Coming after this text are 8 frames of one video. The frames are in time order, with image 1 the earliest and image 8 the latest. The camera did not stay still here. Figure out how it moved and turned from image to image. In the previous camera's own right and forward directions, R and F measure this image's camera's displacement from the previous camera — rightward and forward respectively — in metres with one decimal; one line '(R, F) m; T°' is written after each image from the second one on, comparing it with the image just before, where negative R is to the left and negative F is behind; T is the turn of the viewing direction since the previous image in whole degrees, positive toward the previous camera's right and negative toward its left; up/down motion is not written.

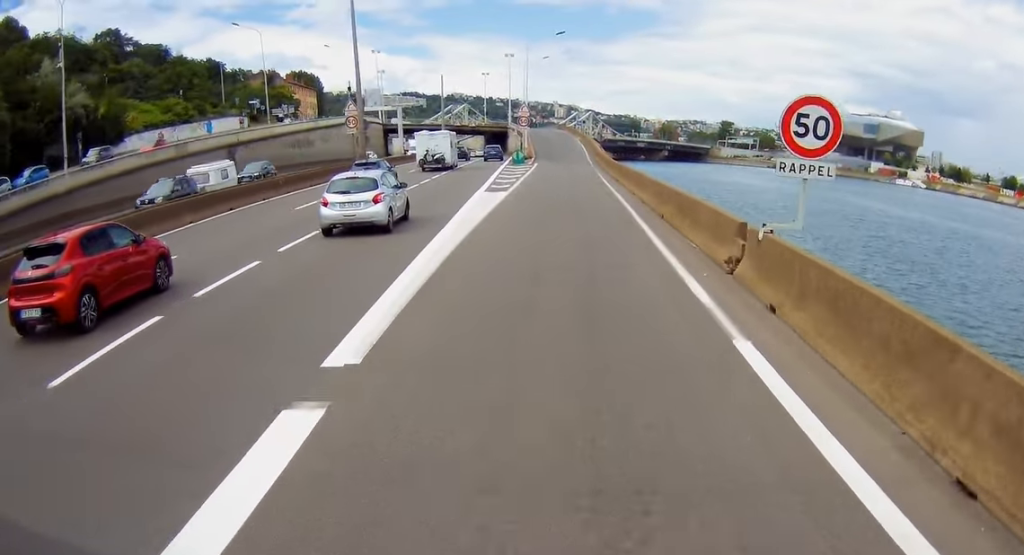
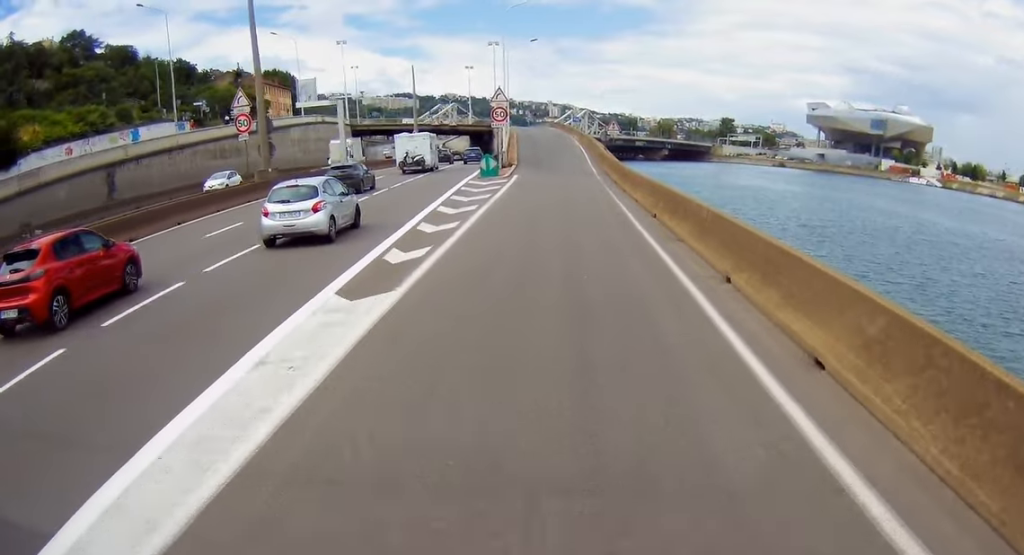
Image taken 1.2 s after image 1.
(0.0, +19.0) m; 0°
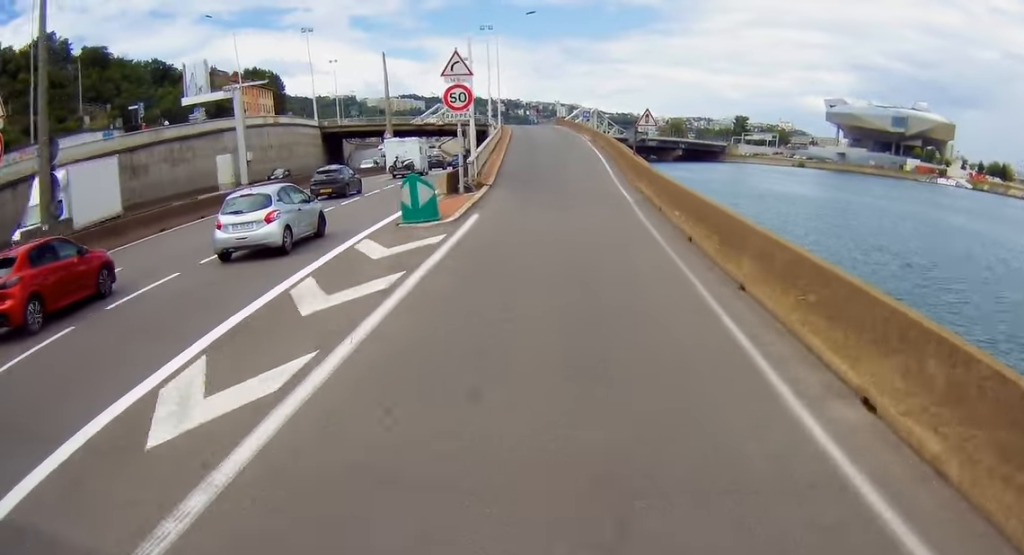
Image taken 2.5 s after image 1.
(0.0, +20.4) m; 0°
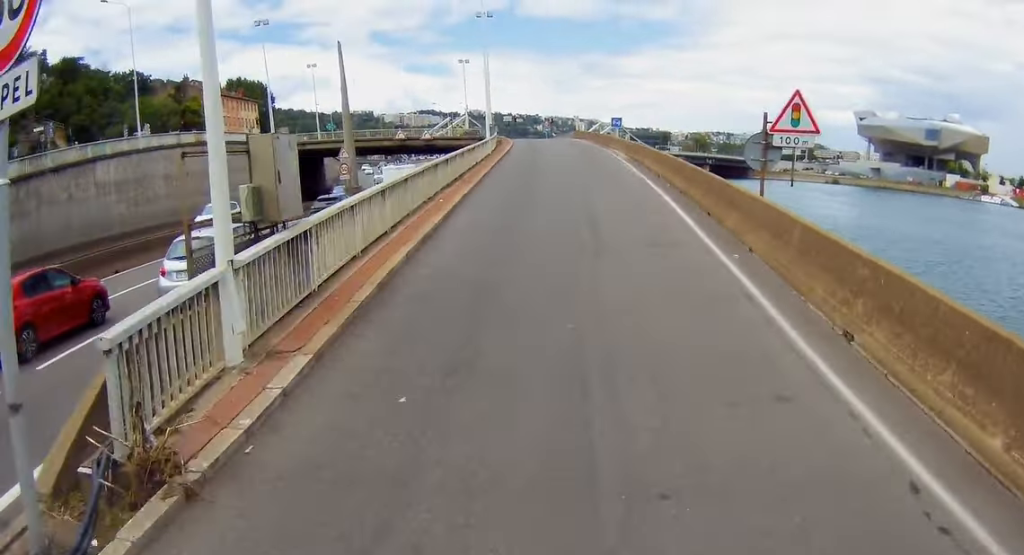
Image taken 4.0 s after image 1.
(-0.3, +23.8) m; -2°
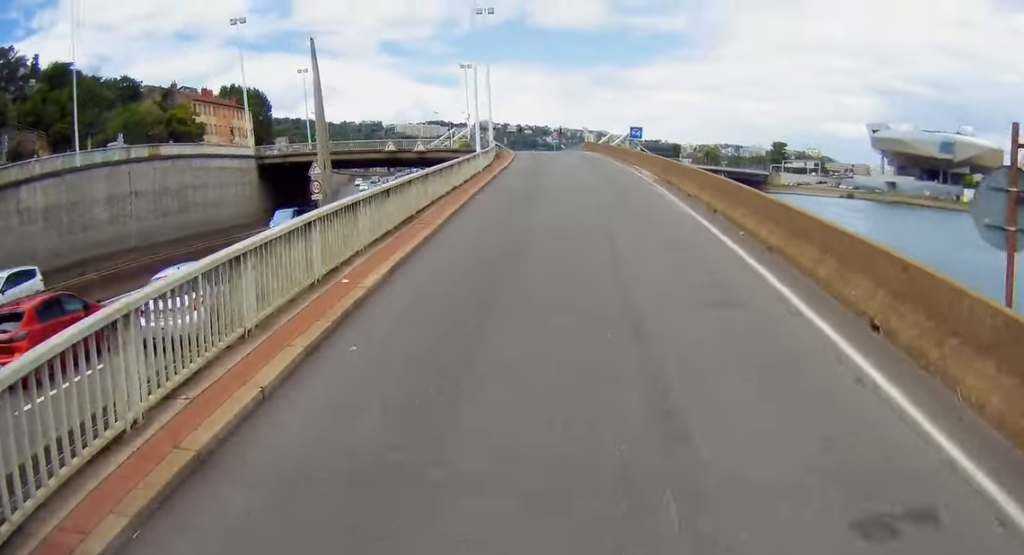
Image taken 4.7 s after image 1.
(-0.1, +9.6) m; -1°
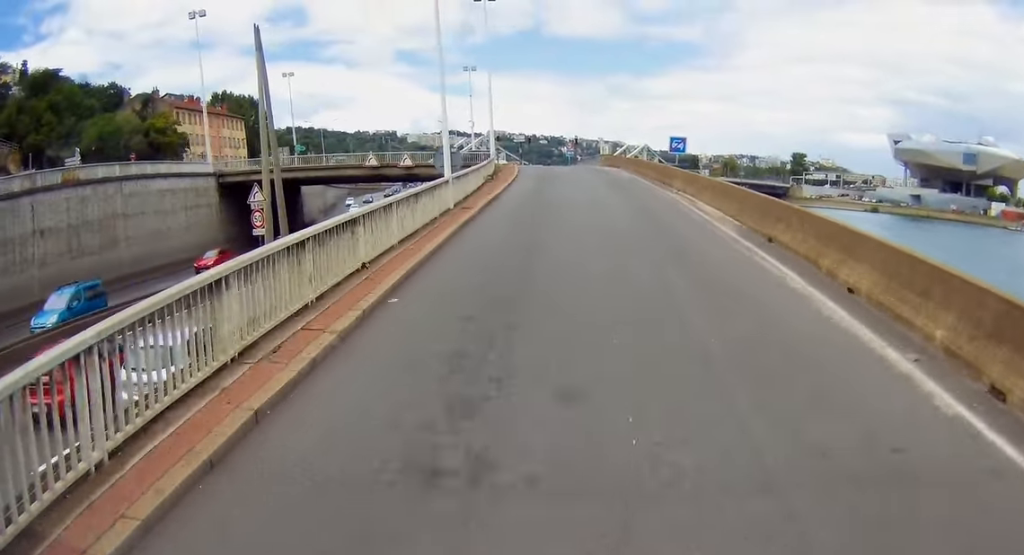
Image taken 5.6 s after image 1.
(-0.2, +12.9) m; -1°
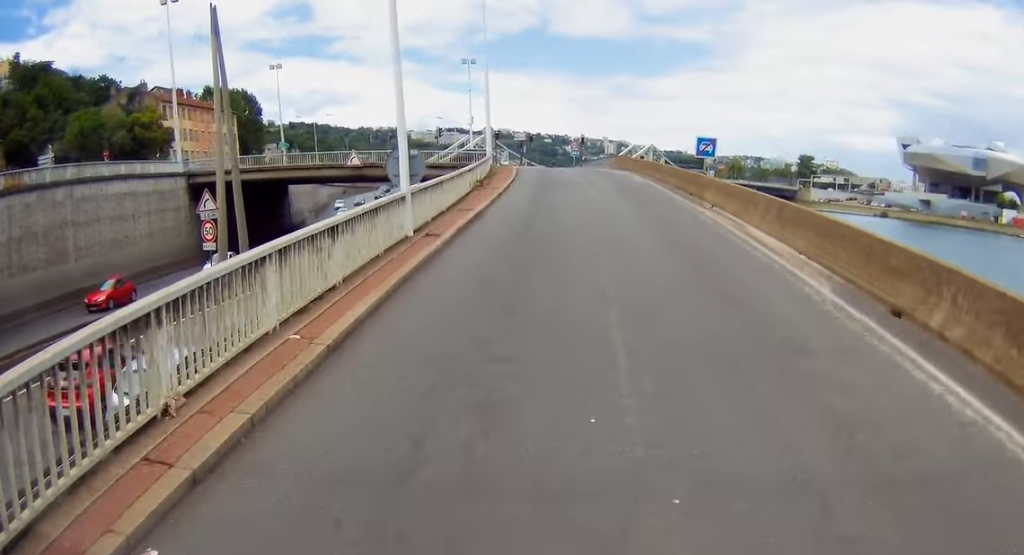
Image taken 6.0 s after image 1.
(0.0, +6.5) m; 0°
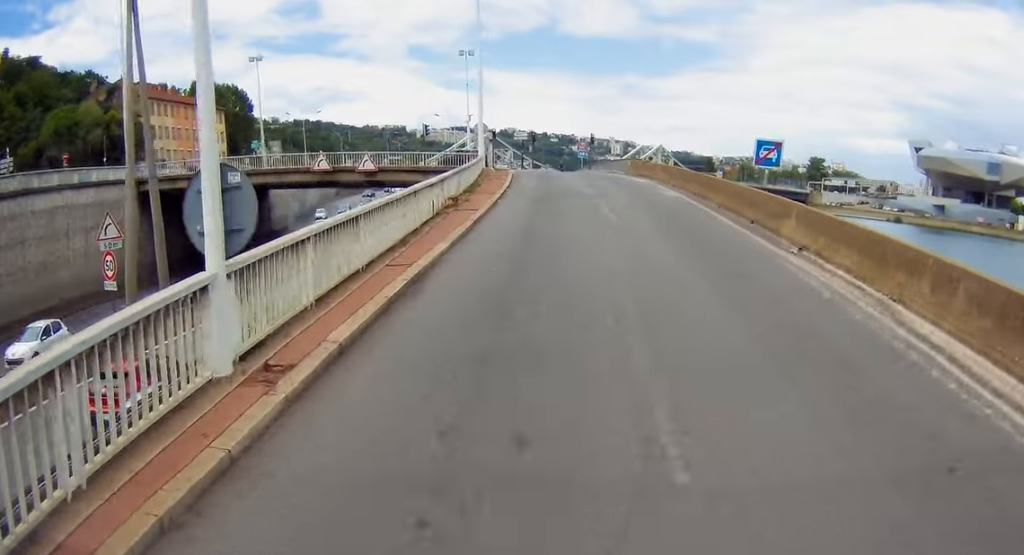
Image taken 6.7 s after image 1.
(0.0, +9.1) m; 0°
